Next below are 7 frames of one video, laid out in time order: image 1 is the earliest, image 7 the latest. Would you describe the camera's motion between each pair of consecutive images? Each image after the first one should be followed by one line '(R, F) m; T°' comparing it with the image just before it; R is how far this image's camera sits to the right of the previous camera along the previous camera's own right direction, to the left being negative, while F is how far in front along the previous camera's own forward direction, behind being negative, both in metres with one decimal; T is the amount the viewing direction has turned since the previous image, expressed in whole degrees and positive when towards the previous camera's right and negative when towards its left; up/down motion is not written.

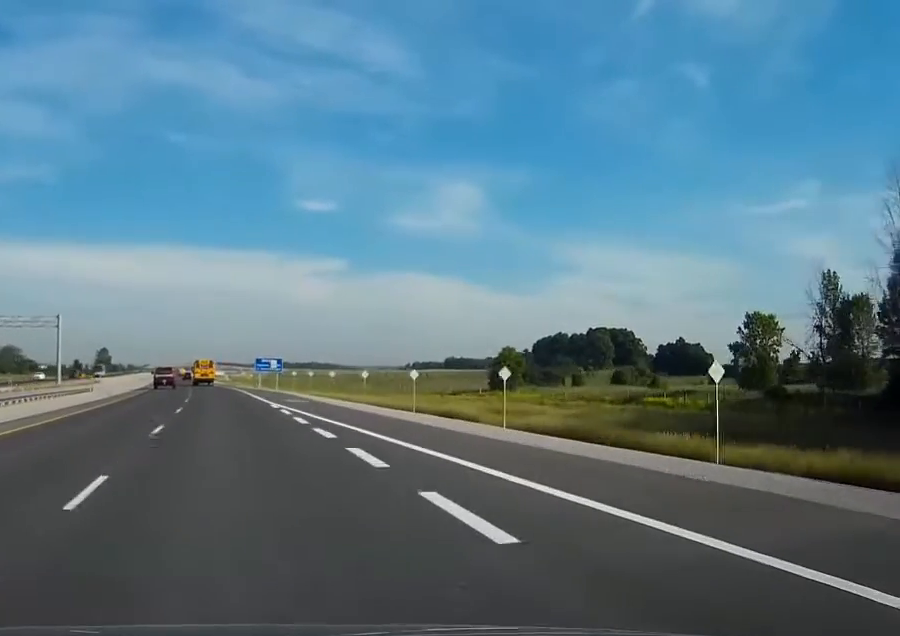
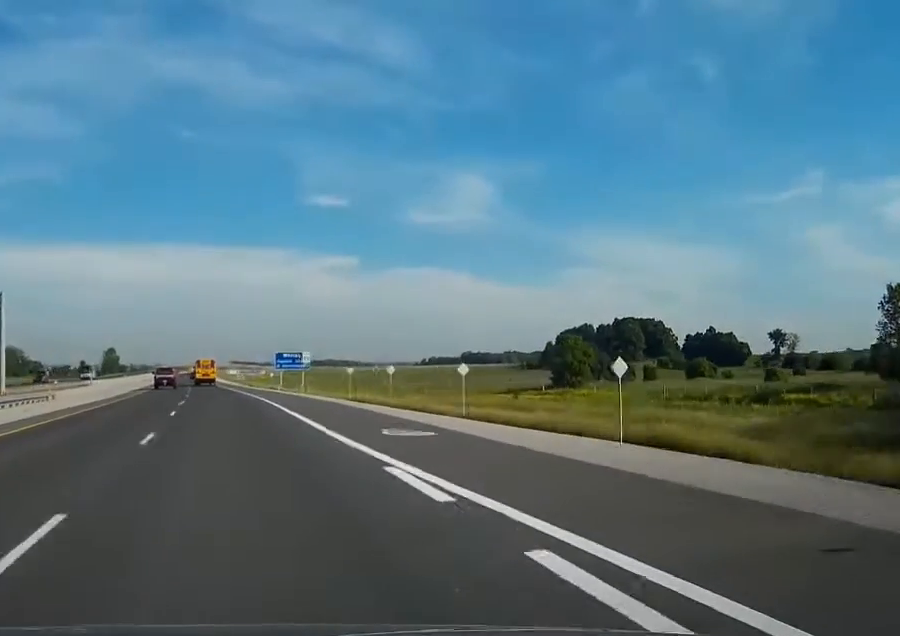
(-0.2, +27.4) m; -1°
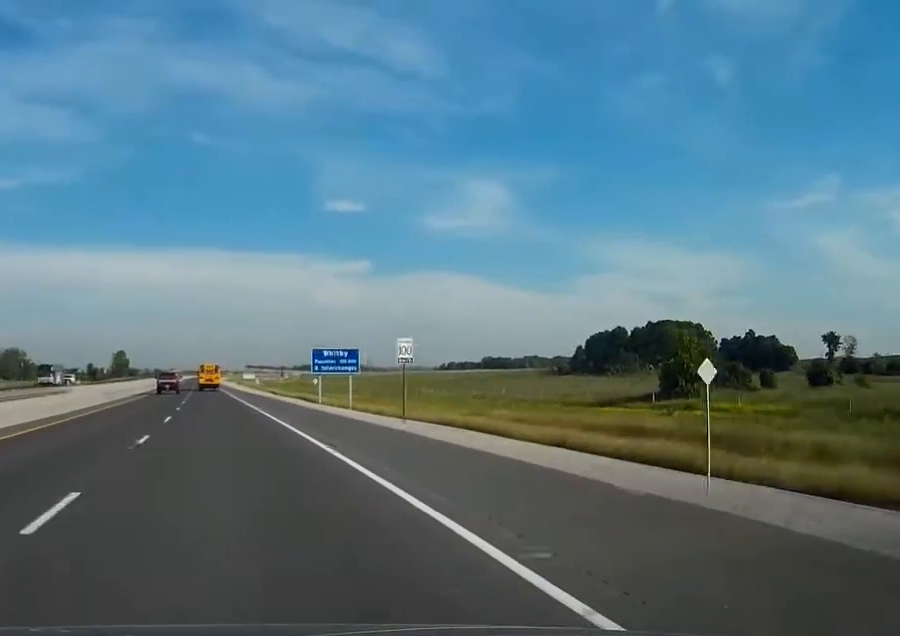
(-0.3, +33.5) m; -1°
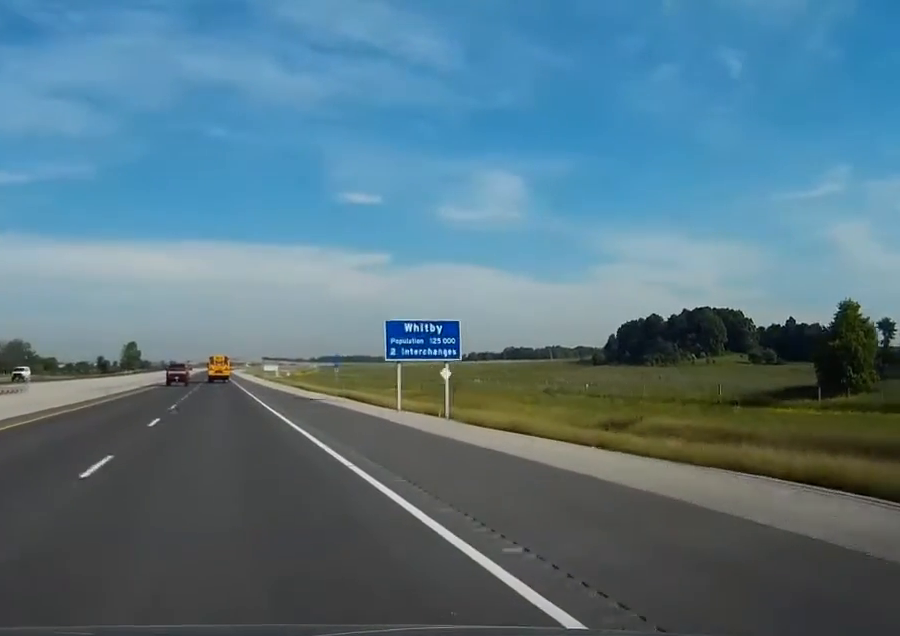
(-0.3, +31.5) m; -1°
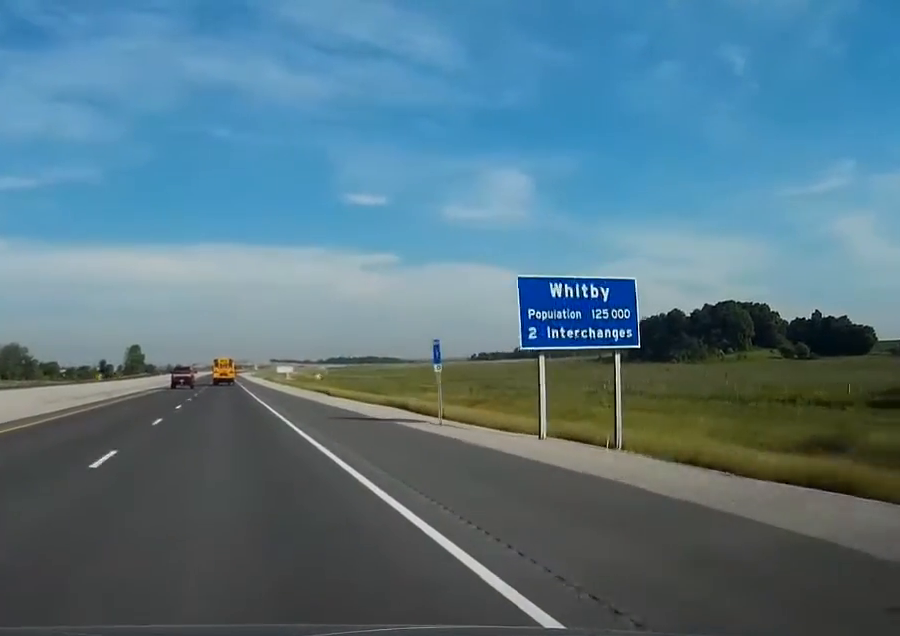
(-0.2, +22.3) m; 0°
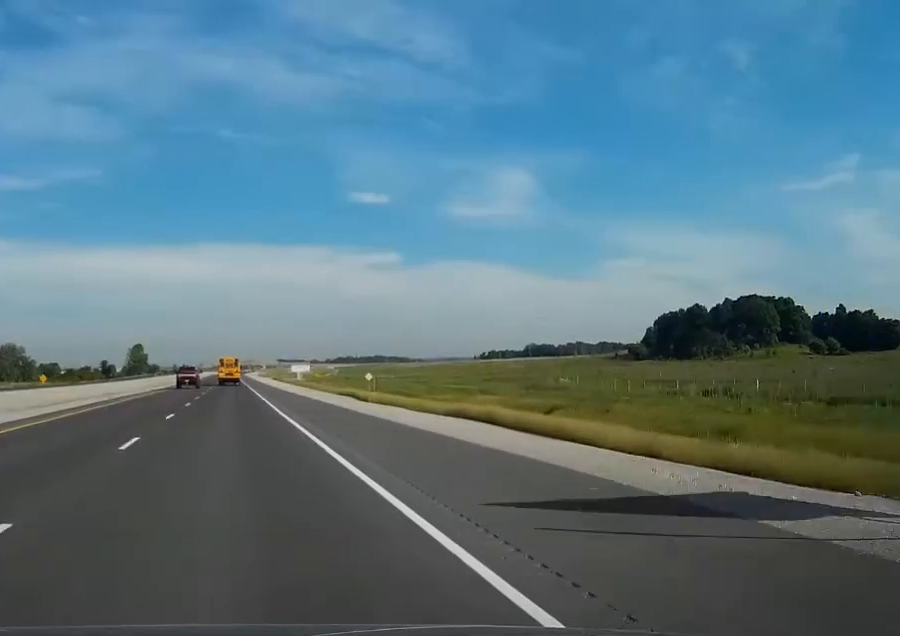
(-0.1, +20.3) m; 0°
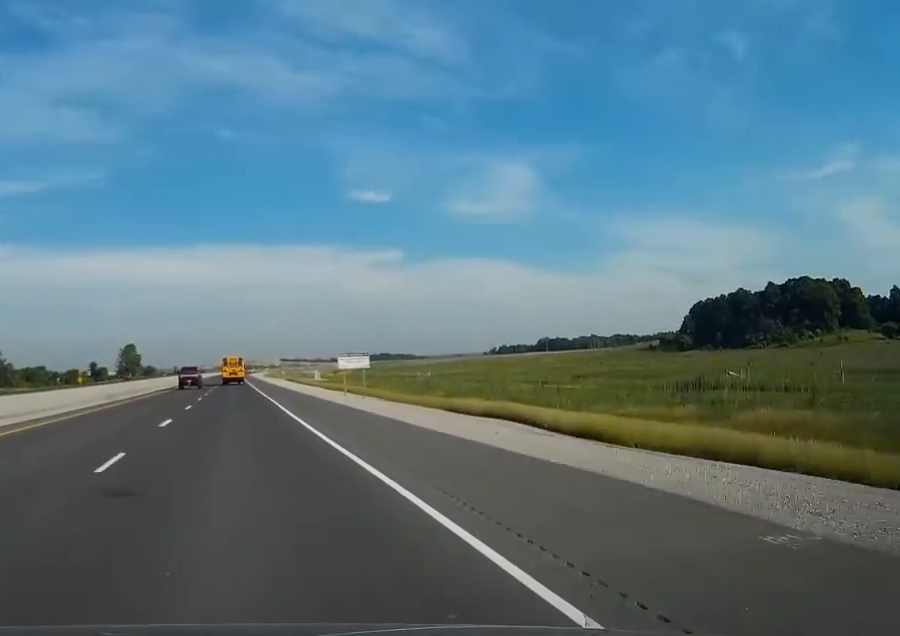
(-1.2, +51.7) m; -2°
